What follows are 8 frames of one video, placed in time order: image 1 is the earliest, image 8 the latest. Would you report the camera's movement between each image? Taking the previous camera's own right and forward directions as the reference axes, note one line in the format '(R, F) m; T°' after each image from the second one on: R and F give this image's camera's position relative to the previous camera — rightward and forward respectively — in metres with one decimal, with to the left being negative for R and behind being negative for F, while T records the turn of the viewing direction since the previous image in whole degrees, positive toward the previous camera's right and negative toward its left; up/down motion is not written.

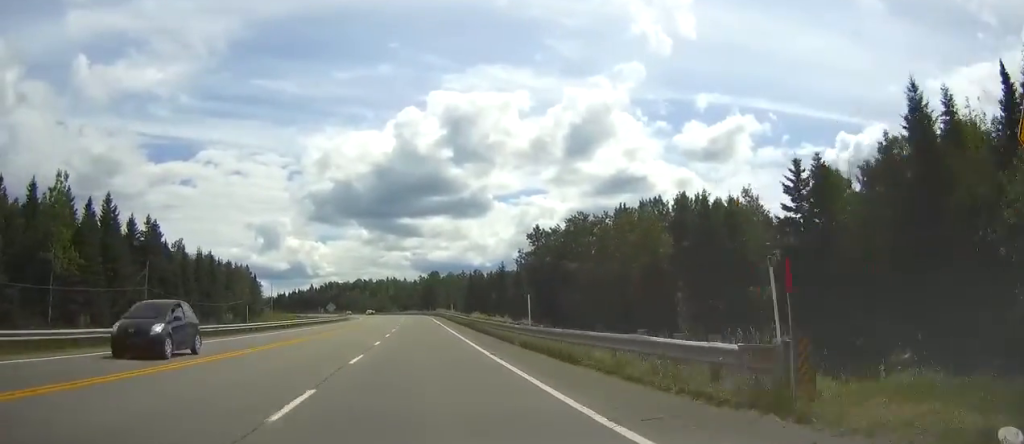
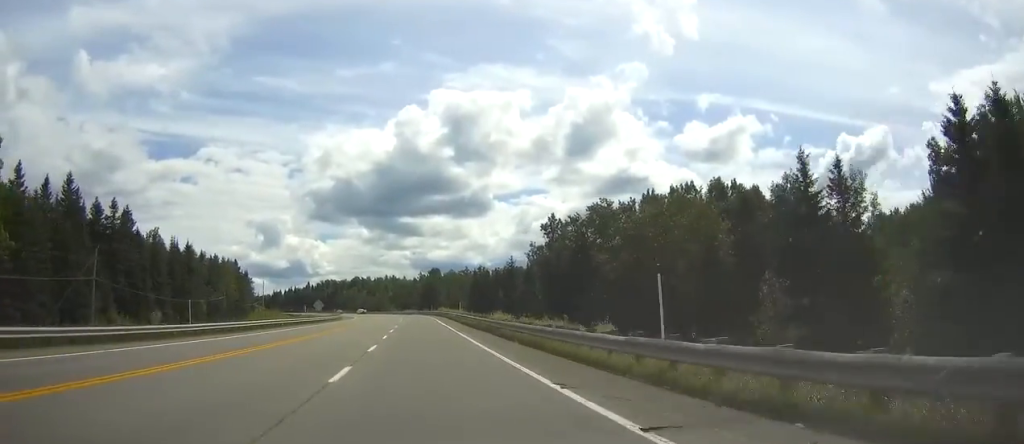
(0.0, +13.3) m; 0°
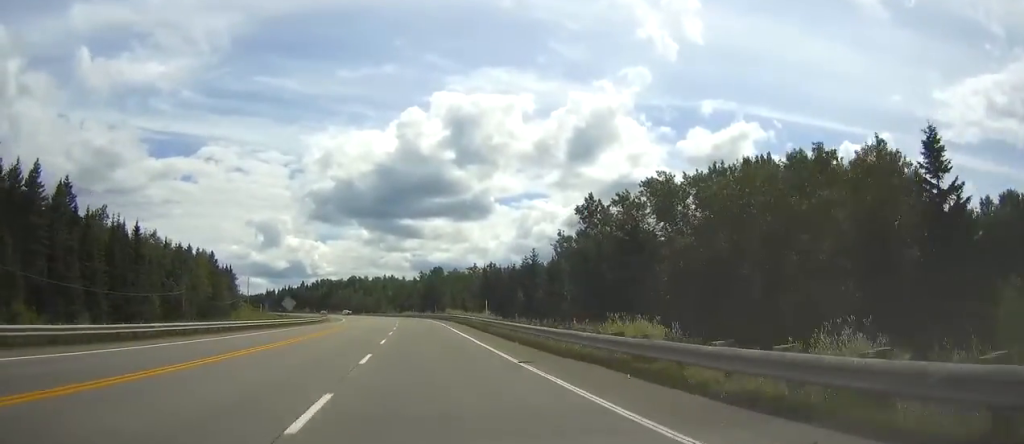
(0.0, +22.6) m; 0°
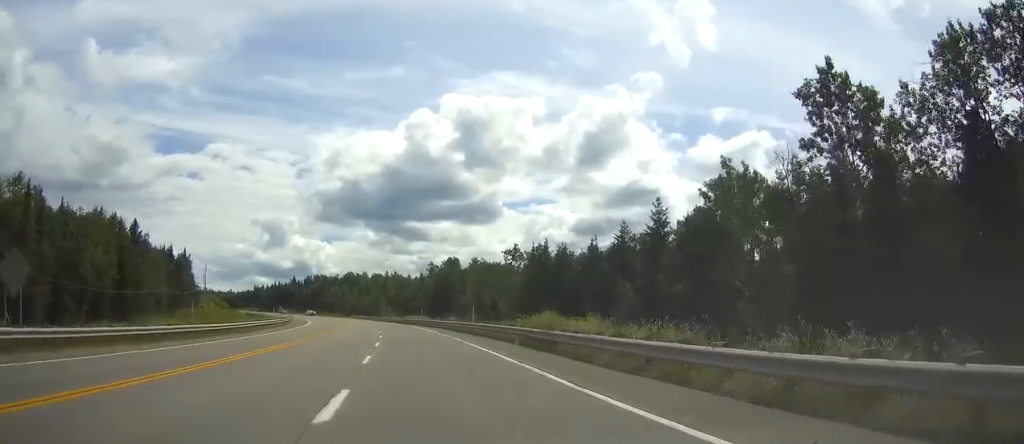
(0.0, +52.3) m; 0°
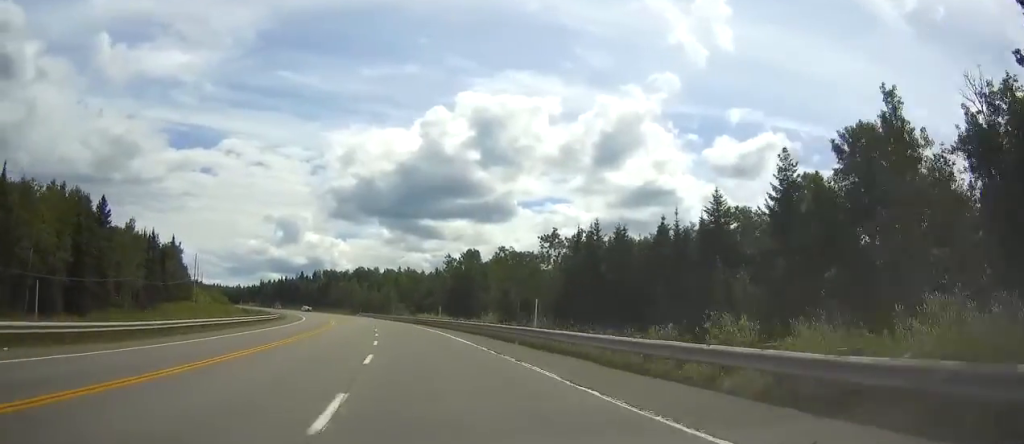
(0.0, +18.4) m; 0°
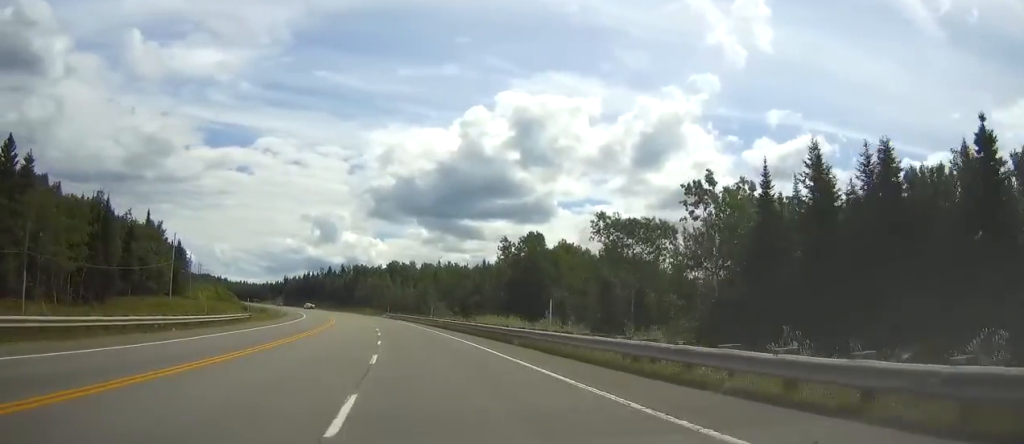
(0.0, +35.8) m; 0°
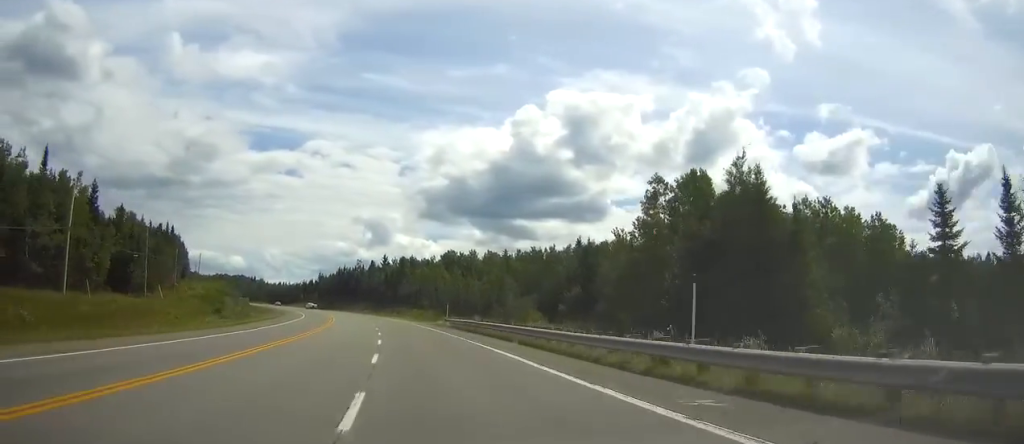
(0.0, +53.2) m; 0°
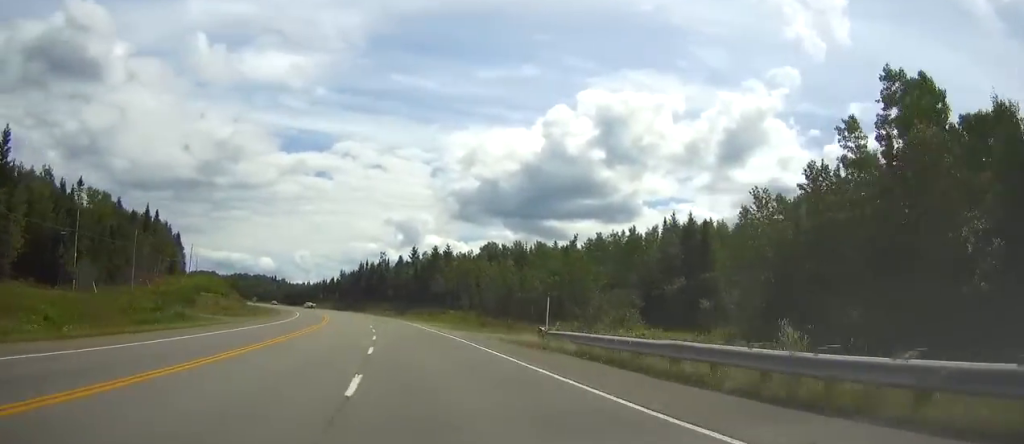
(0.0, +32.7) m; 0°
